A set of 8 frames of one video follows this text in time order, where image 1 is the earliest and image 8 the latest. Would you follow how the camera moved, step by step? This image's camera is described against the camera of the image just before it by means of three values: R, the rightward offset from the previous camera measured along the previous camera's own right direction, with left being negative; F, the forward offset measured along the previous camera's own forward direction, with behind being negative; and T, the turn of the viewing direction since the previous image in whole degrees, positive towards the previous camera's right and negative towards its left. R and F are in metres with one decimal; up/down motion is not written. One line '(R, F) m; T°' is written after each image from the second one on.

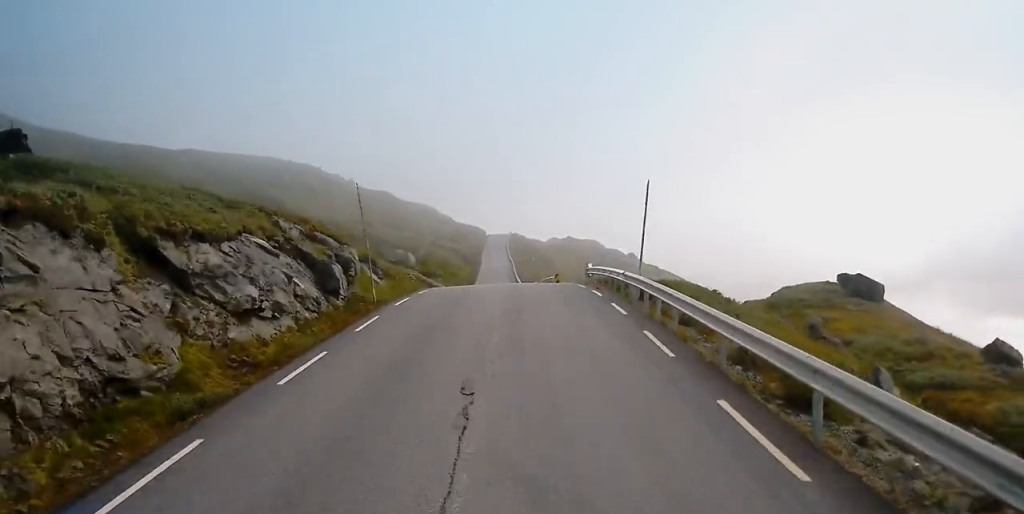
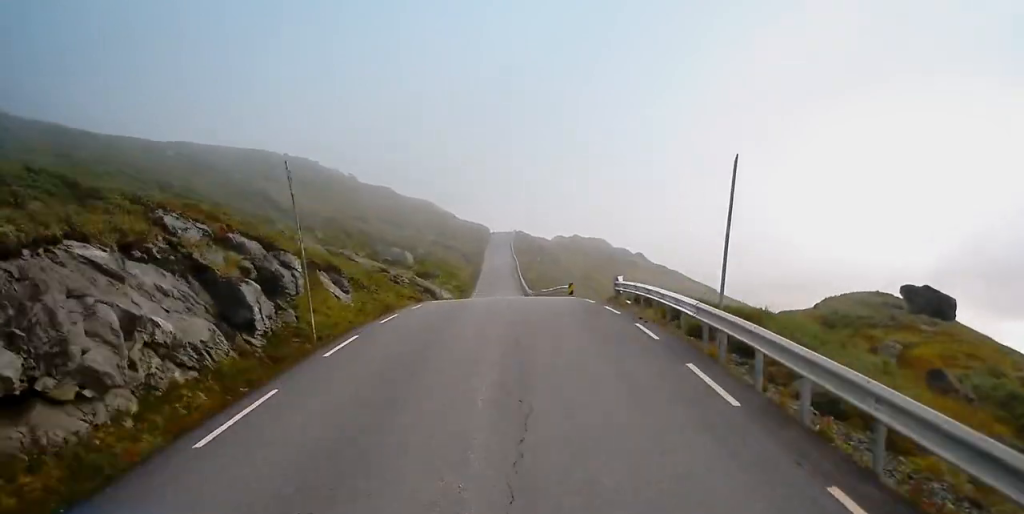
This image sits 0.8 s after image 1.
(+0.4, +9.0) m; 0°
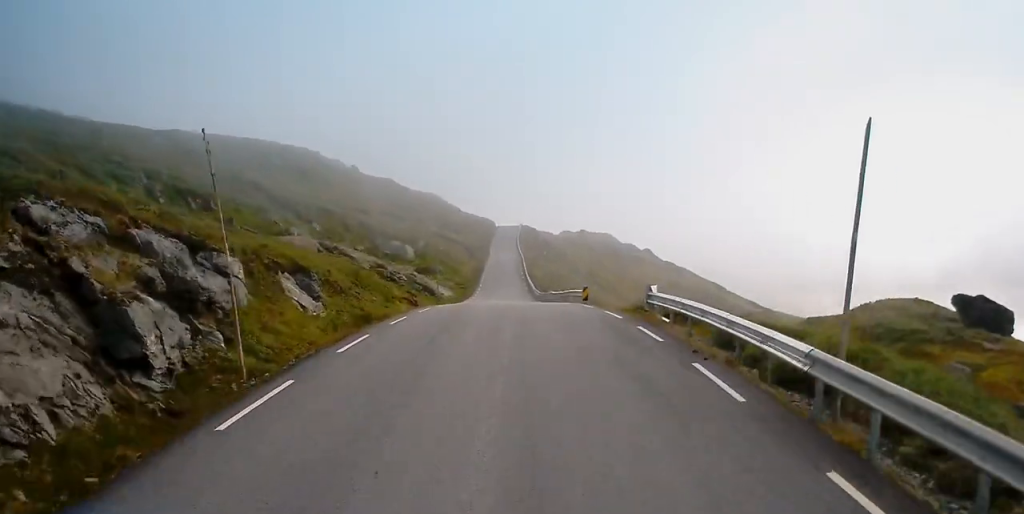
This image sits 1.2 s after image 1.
(0.0, +5.5) m; -1°
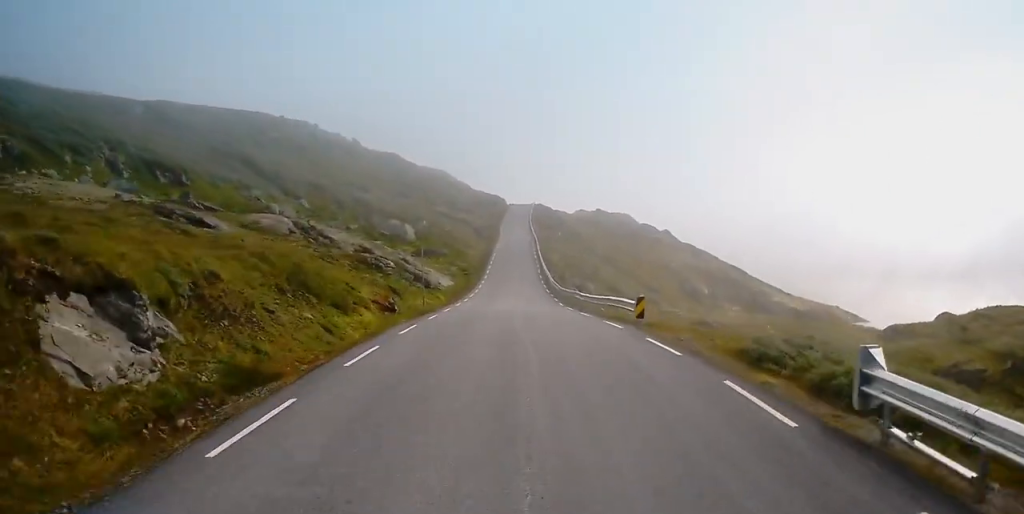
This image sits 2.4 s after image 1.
(-0.5, +13.2) m; -2°
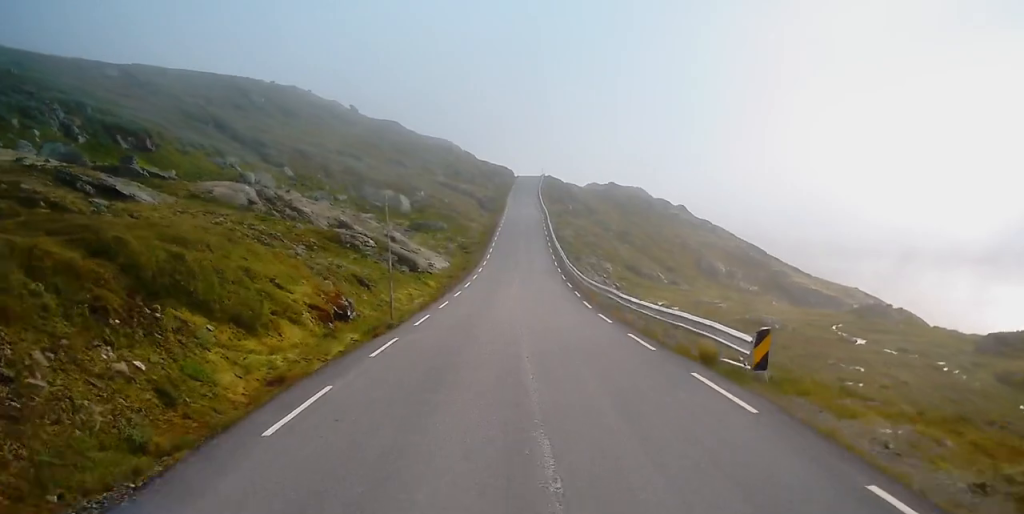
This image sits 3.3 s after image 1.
(0.0, +11.4) m; 0°
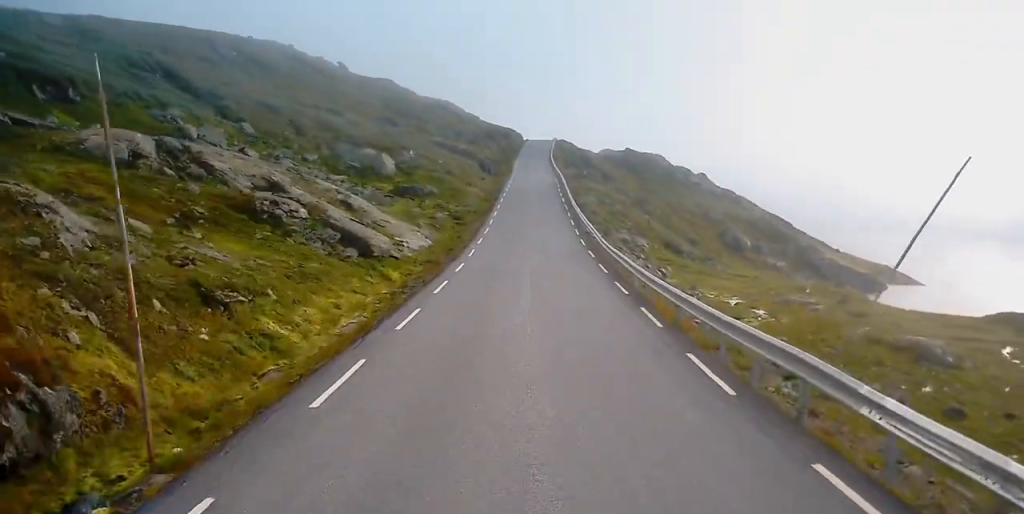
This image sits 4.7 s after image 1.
(0.0, +17.9) m; 0°
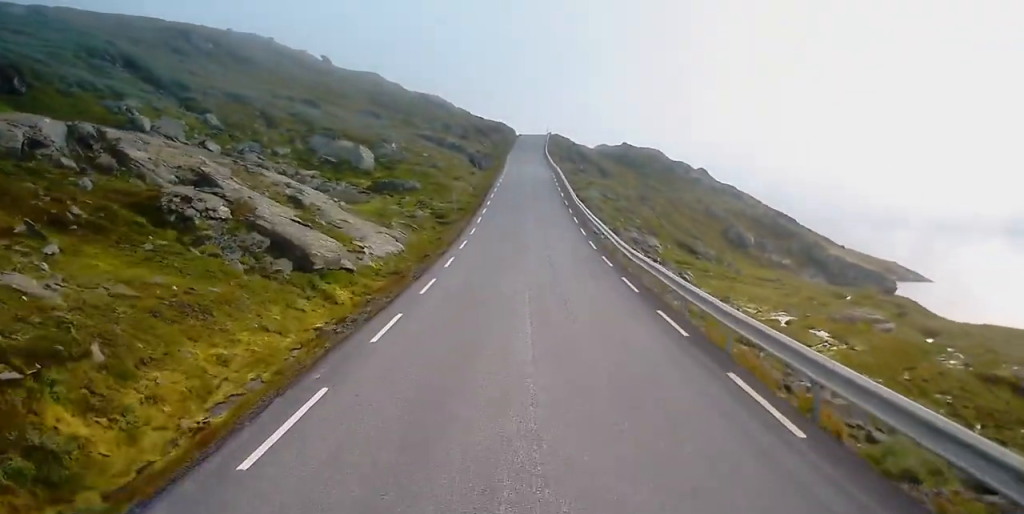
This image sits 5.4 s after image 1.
(0.0, +8.6) m; +1°
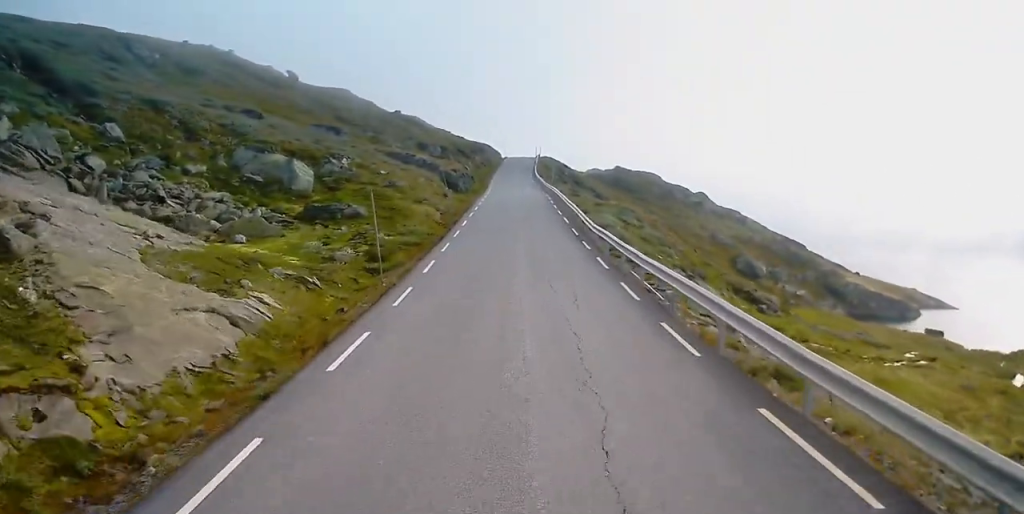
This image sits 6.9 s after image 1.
(+0.7, +20.1) m; 0°
